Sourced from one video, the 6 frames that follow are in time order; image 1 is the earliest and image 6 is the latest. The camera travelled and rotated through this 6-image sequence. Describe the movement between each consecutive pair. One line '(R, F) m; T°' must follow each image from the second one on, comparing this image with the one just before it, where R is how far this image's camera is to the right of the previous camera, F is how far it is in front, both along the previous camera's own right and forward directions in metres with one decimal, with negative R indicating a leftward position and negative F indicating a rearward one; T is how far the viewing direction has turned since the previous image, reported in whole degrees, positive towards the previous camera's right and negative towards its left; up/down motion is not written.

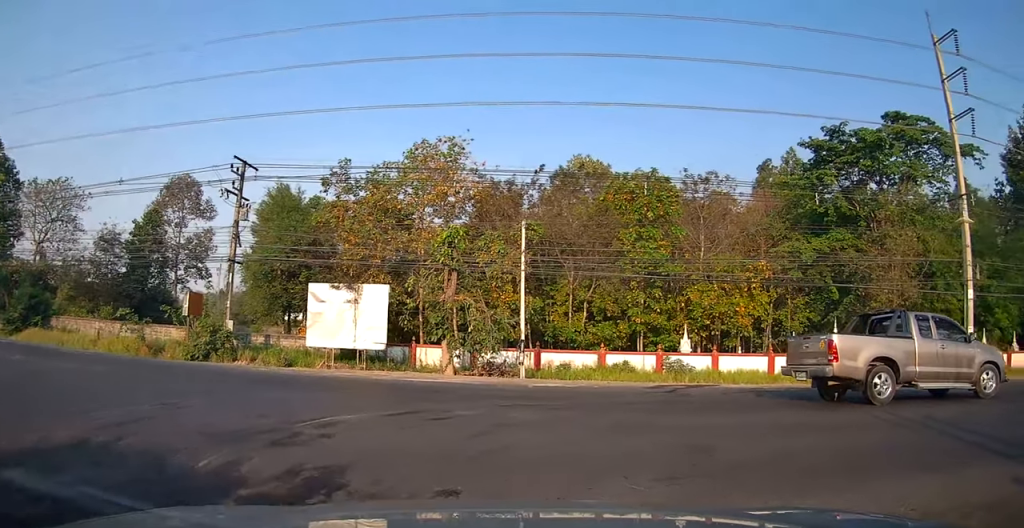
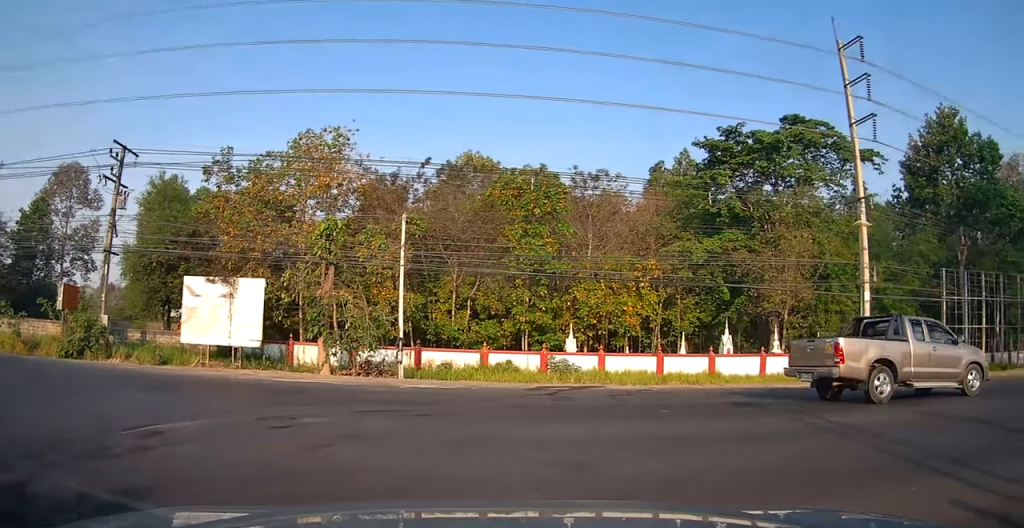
(0.0, +1.2) m; +13°
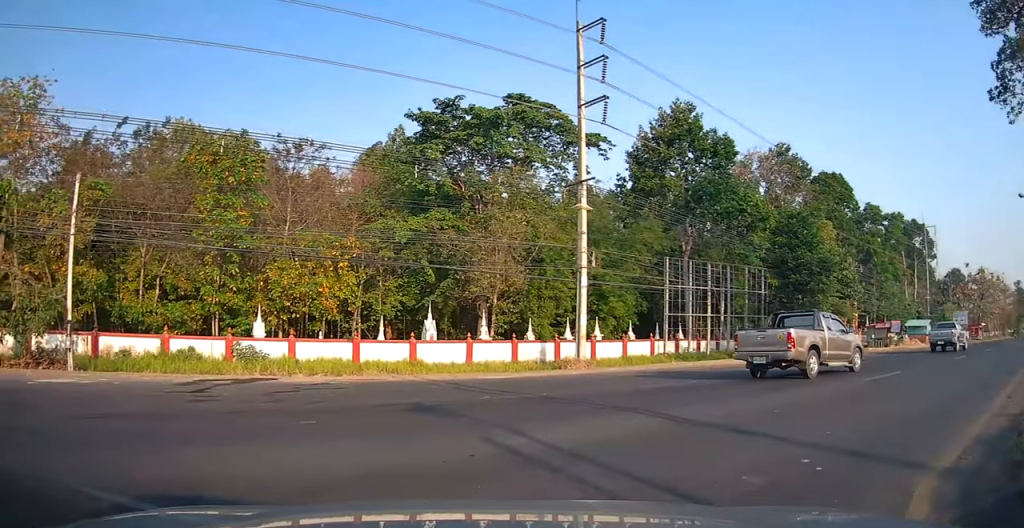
(+0.8, +2.4) m; +30°
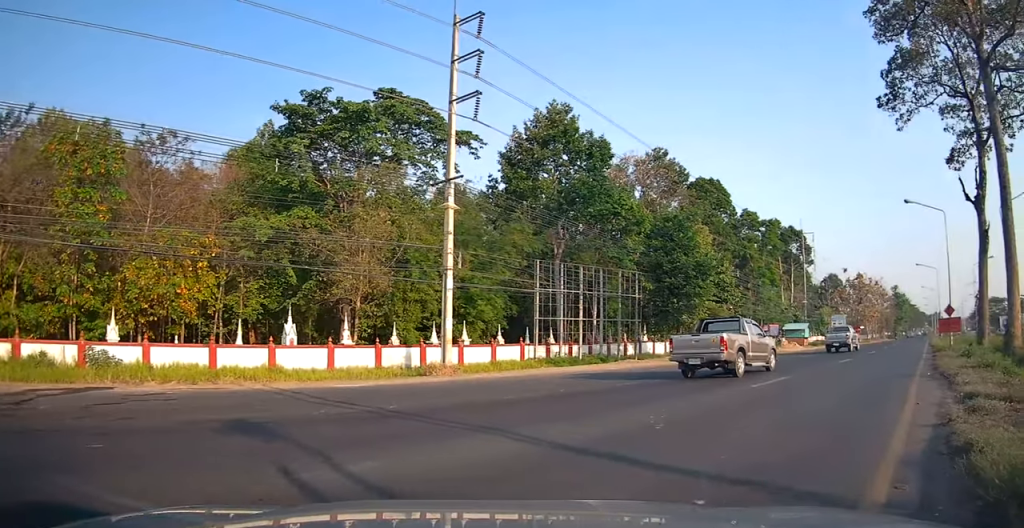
(+0.2, +1.2) m; +6°
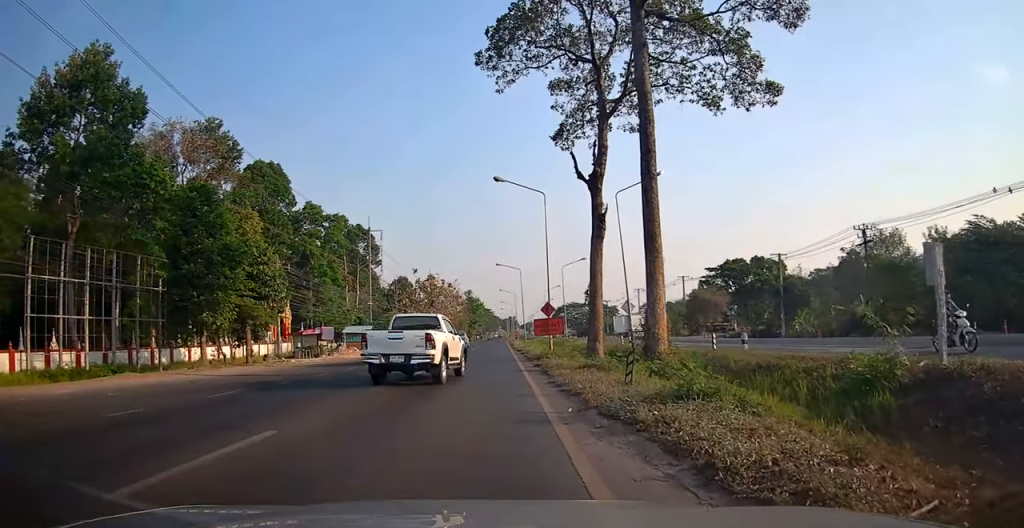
(+3.3, +7.8) m; +40°
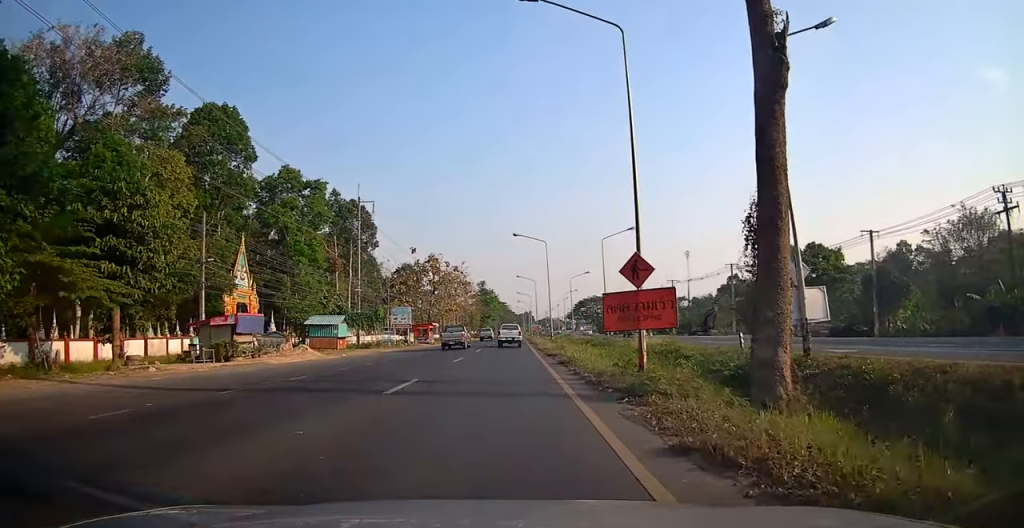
(+0.1, +15.4) m; 0°
